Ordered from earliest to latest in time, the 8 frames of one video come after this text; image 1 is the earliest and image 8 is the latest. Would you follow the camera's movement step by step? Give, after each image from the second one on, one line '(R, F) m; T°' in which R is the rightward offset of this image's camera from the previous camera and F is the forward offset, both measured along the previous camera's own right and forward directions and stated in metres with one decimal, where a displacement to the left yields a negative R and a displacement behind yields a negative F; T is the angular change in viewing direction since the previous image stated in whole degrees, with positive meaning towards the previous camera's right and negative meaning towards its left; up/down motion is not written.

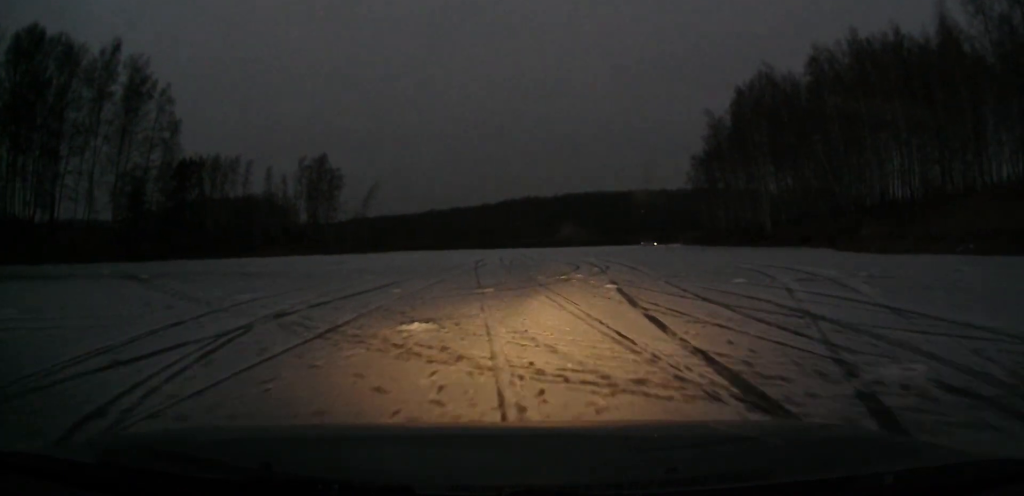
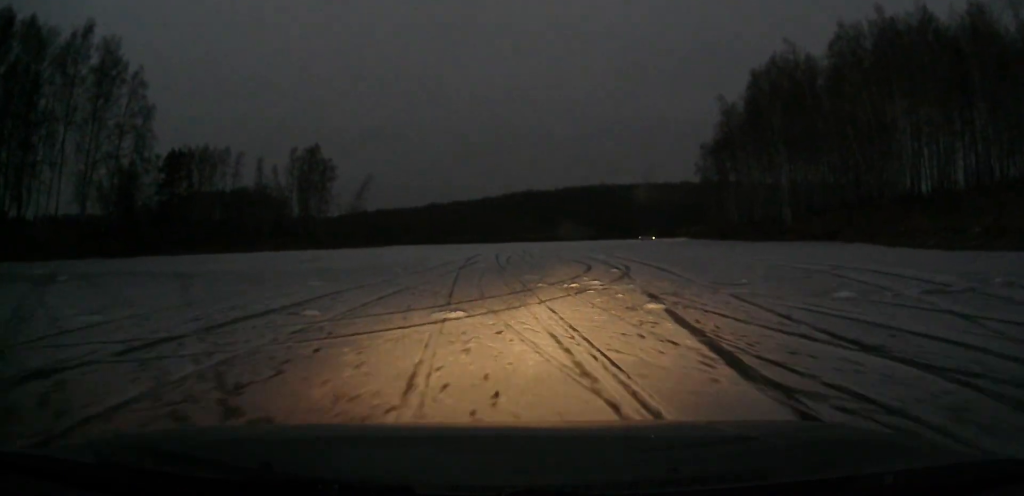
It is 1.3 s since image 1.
(-0.2, +6.8) m; -3°
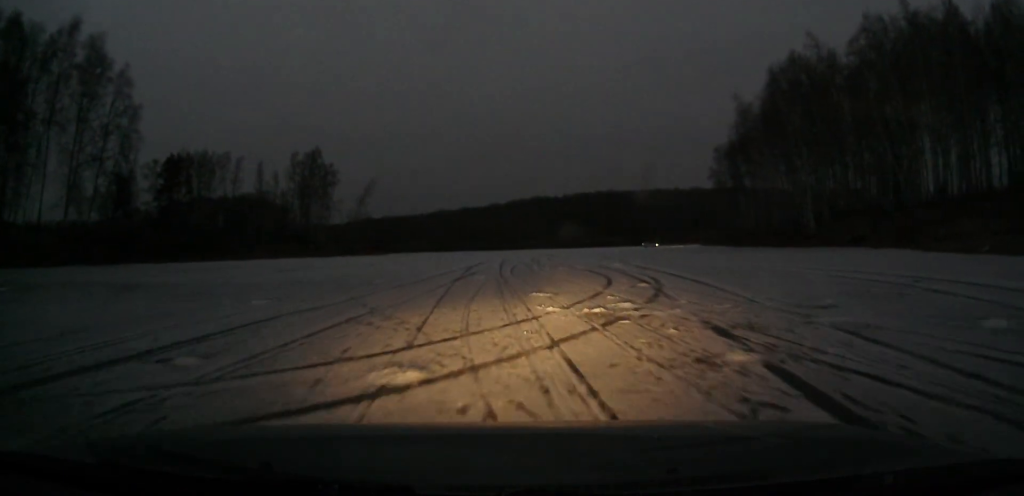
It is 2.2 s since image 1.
(+0.1, +4.6) m; 0°
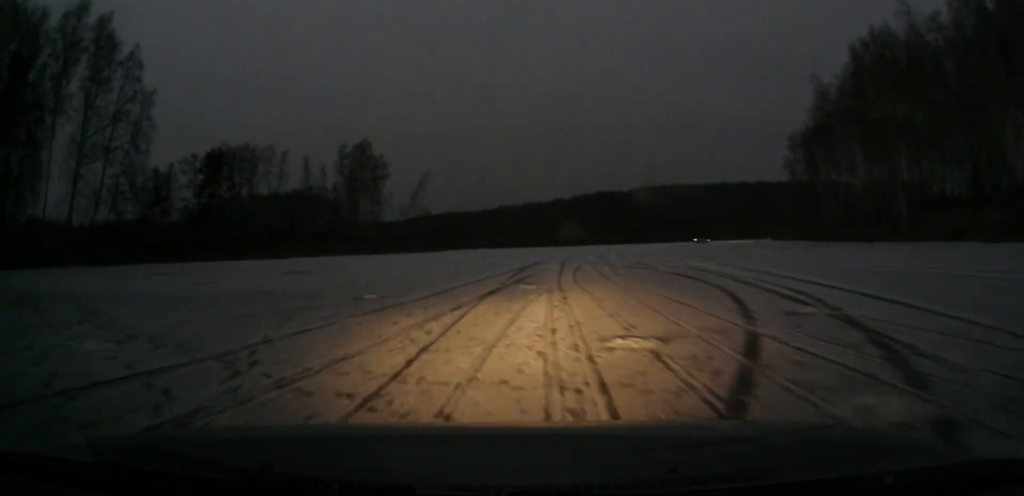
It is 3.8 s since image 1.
(-0.3, +8.2) m; -5°
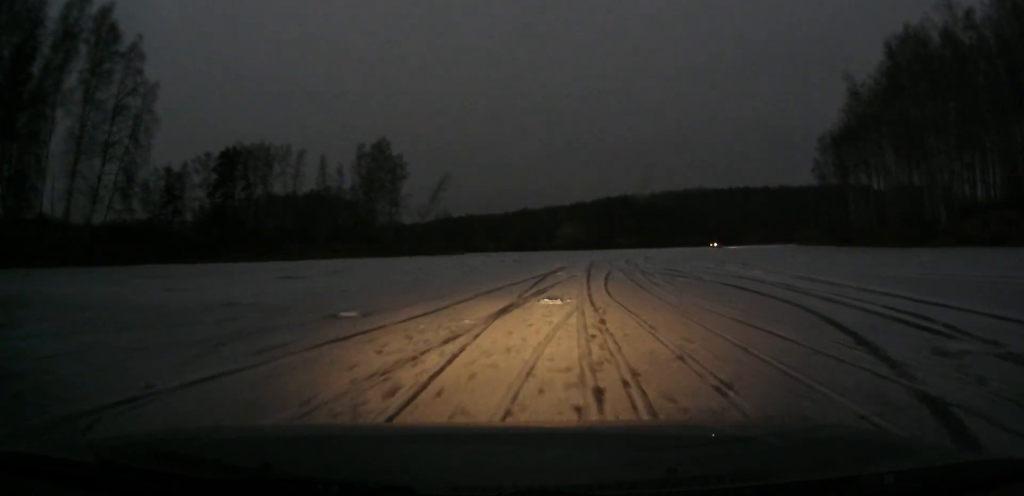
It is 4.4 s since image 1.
(-0.1, +3.5) m; -2°
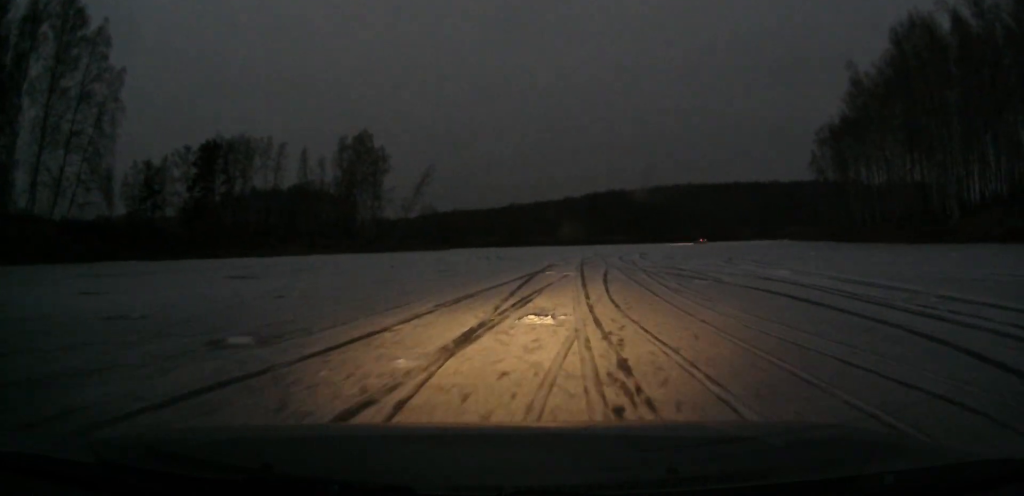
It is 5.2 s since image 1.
(0.0, +4.1) m; -2°
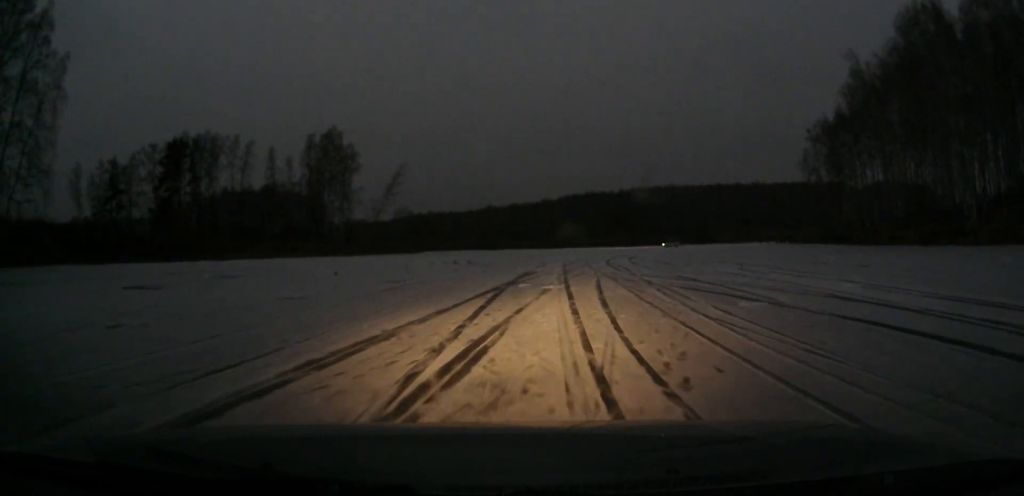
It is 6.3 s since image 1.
(-0.2, +6.2) m; +3°
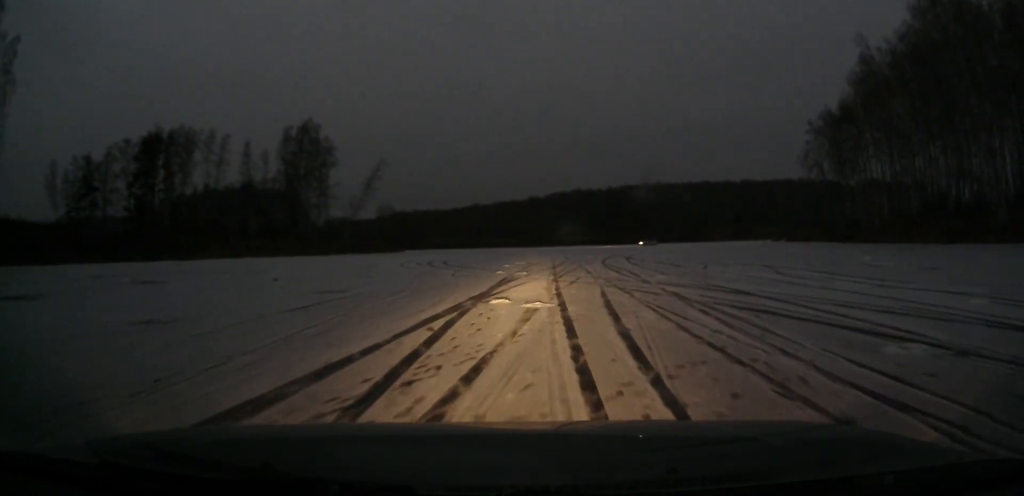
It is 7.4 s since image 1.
(+0.5, +5.8) m; +6°
